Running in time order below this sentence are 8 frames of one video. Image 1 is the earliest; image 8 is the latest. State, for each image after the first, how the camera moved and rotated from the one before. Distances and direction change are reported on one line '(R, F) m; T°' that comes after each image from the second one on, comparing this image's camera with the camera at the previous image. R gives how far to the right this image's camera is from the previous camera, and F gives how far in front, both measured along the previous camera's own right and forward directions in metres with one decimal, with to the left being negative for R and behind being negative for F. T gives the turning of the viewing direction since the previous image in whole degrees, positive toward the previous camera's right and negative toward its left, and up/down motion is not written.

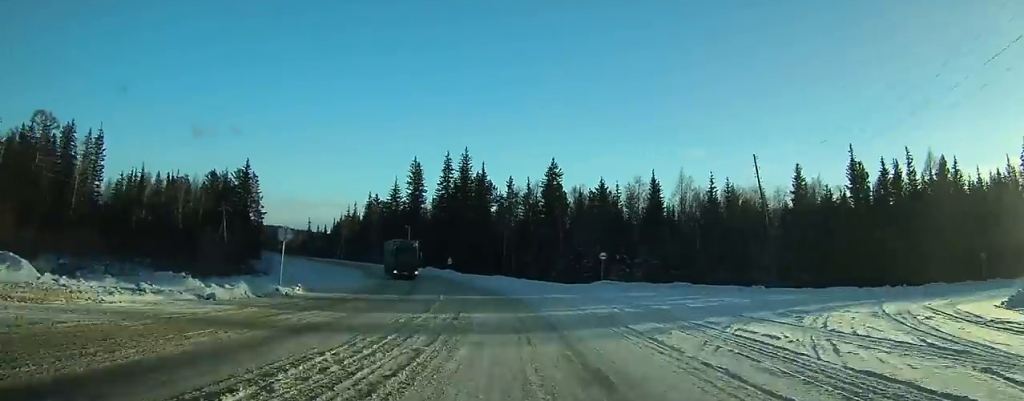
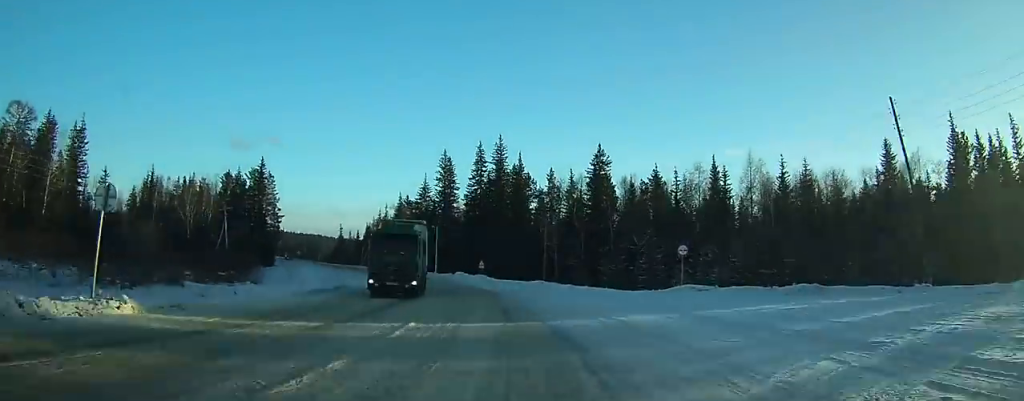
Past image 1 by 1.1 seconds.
(-0.7, +15.0) m; -4°
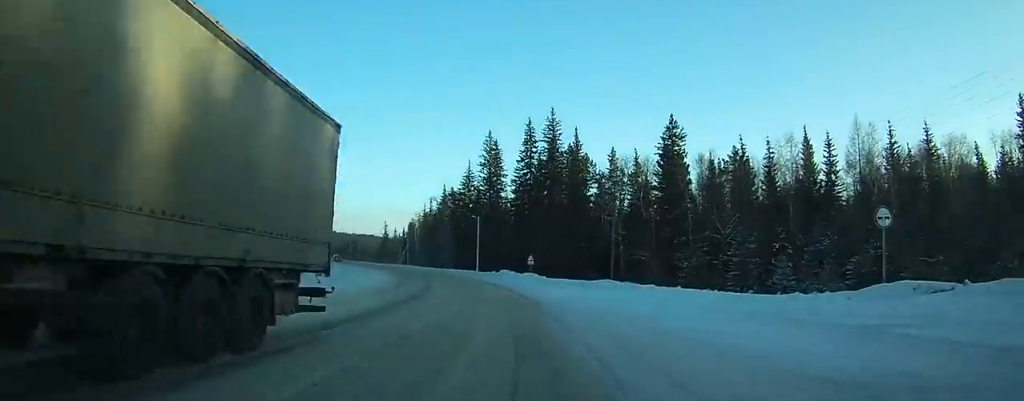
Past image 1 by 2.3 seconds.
(-0.2, +16.9) m; -5°
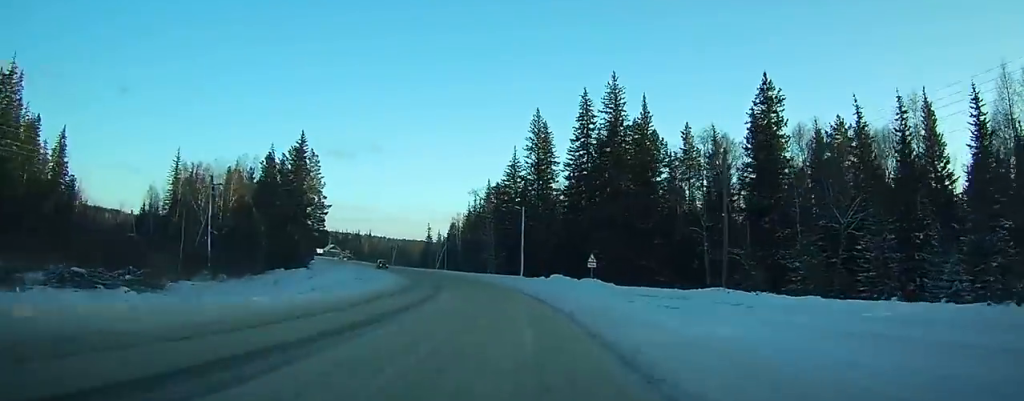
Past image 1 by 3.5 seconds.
(-1.2, +17.8) m; -5°
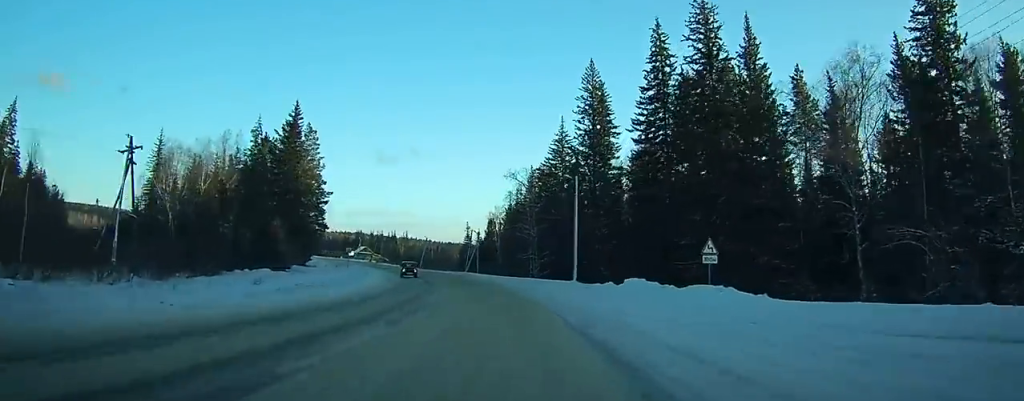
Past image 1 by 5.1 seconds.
(-1.2, +22.6) m; -6°
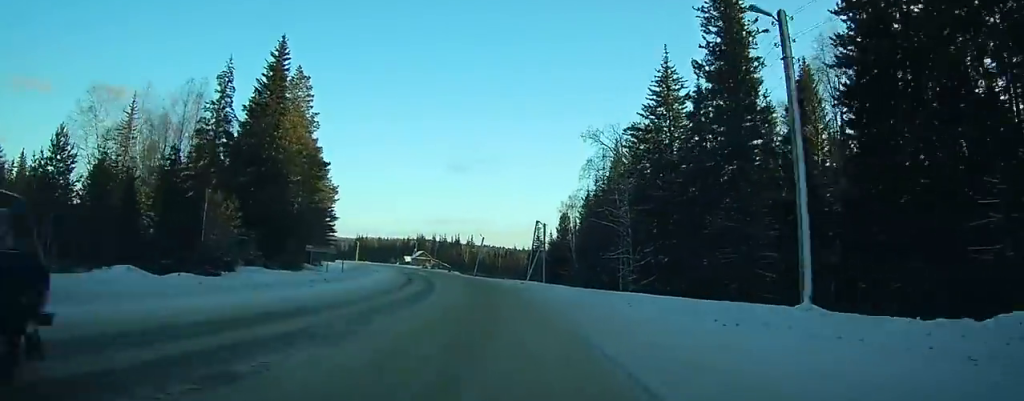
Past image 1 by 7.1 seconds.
(-1.8, +28.7) m; -8°
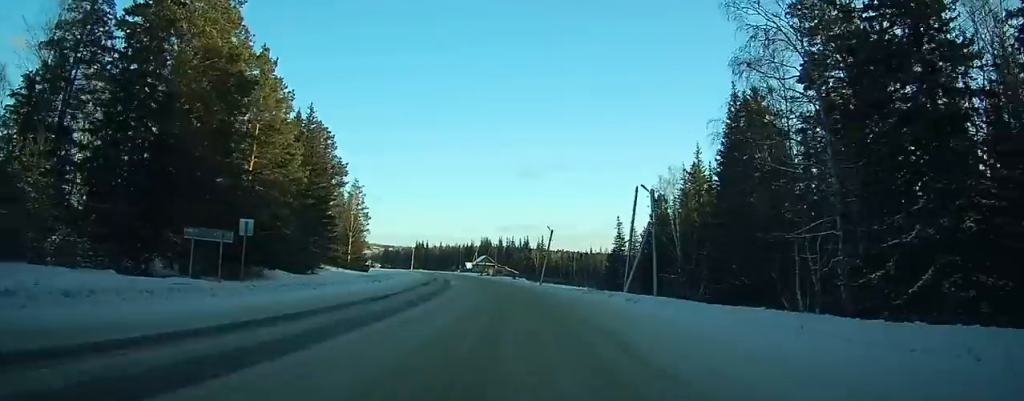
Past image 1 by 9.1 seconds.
(-2.0, +29.4) m; -7°
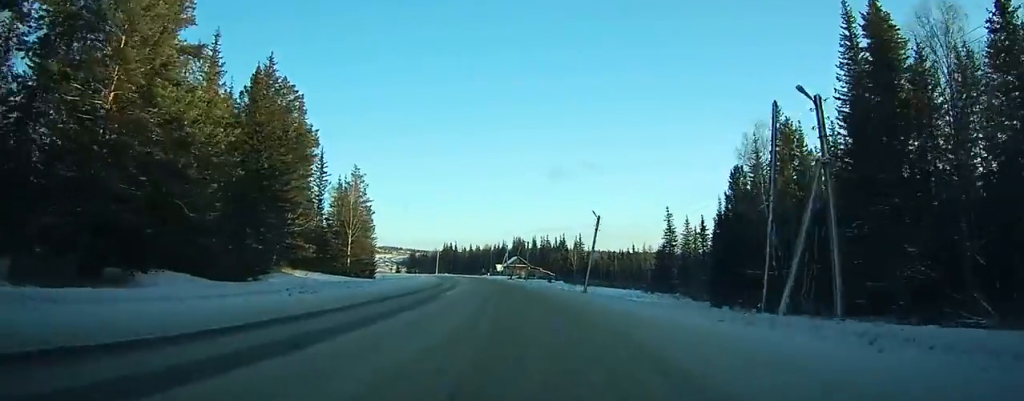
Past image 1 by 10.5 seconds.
(-0.8, +21.0) m; -4°
